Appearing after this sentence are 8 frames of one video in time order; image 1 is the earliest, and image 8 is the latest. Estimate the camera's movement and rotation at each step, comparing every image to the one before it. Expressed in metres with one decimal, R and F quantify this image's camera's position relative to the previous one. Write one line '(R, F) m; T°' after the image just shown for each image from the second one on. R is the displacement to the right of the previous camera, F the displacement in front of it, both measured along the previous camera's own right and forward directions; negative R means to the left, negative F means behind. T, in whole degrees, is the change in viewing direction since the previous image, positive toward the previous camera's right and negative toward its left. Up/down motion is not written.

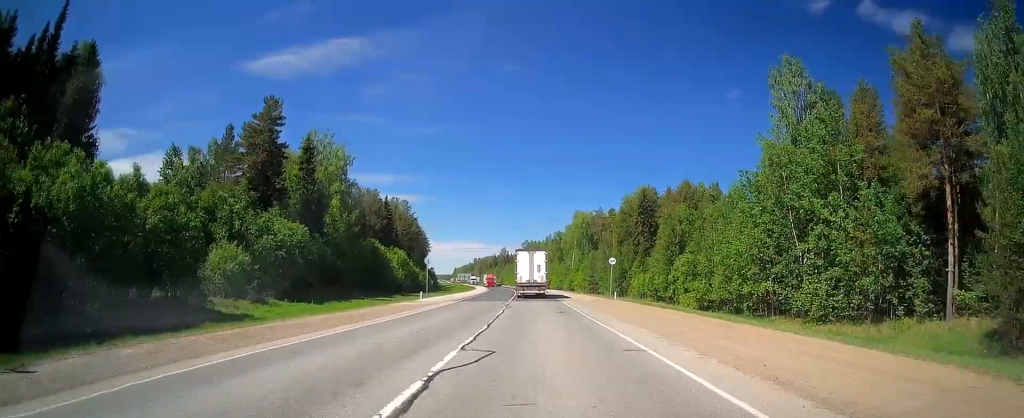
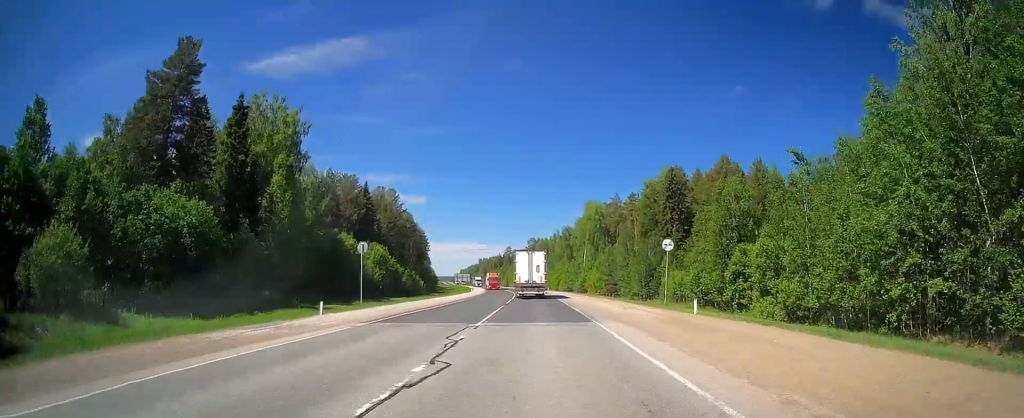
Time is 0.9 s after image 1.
(+0.2, +21.9) m; +1°
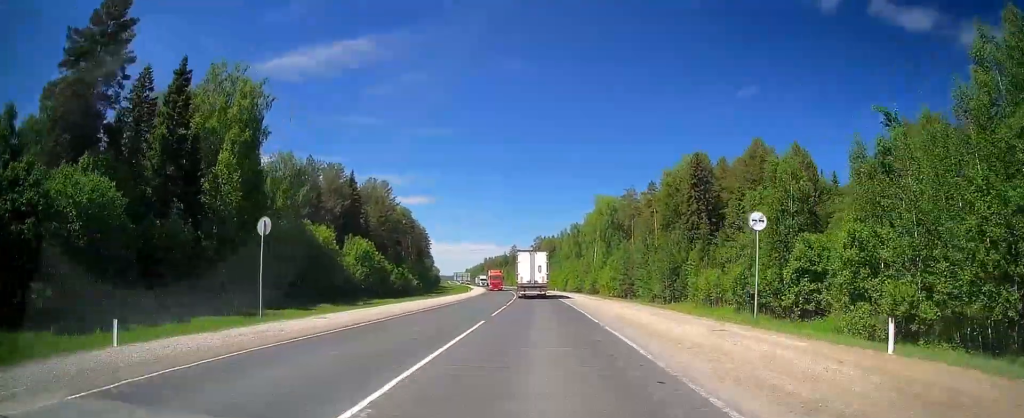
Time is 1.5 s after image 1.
(+0.1, +13.2) m; 0°
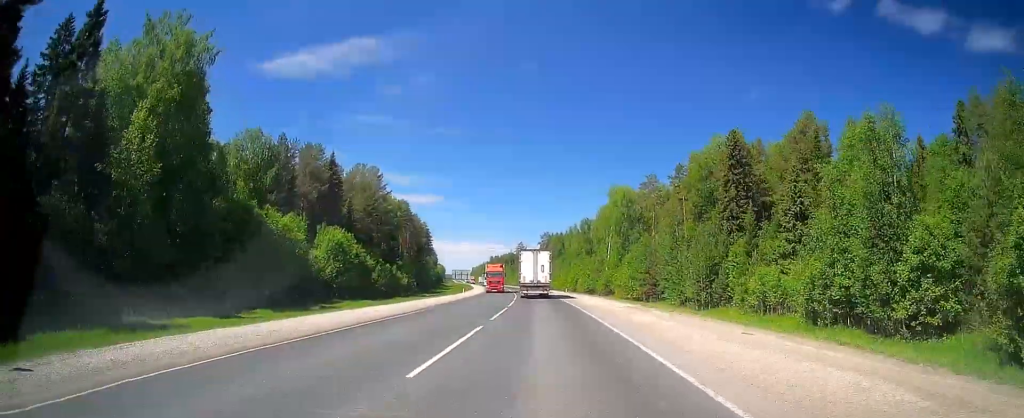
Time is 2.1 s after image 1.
(-0.1, +14.7) m; 0°
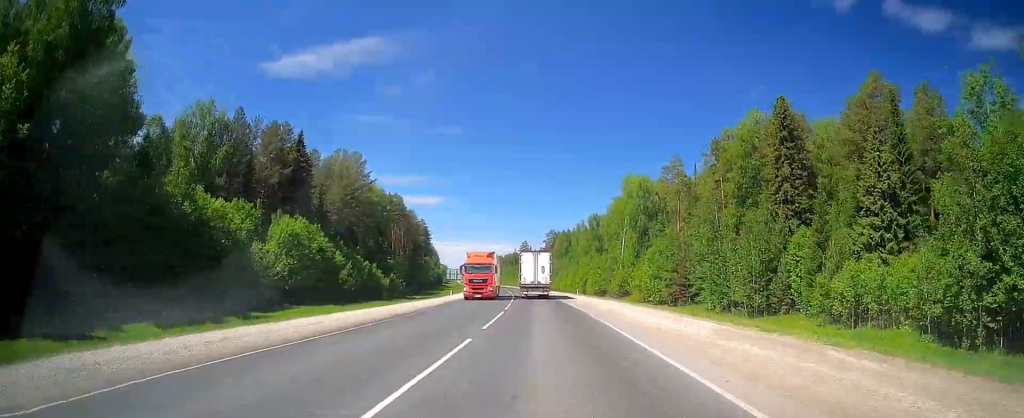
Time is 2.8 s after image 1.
(-0.1, +15.5) m; -1°
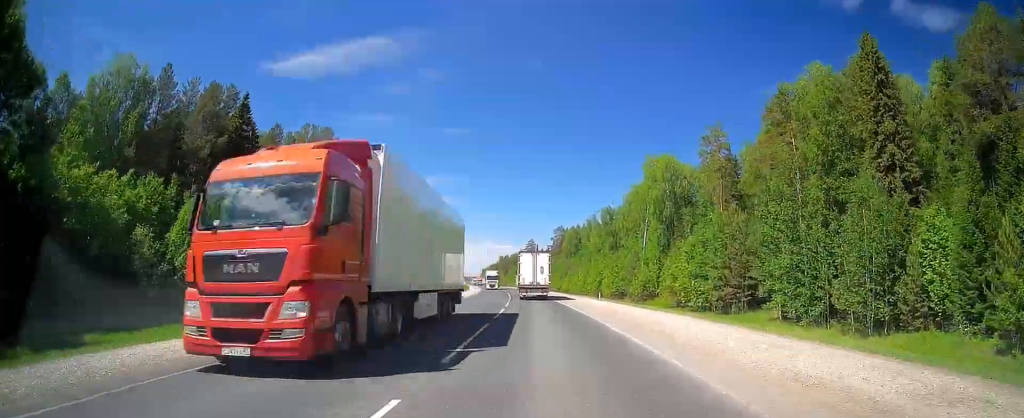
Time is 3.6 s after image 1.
(0.0, +18.6) m; -2°
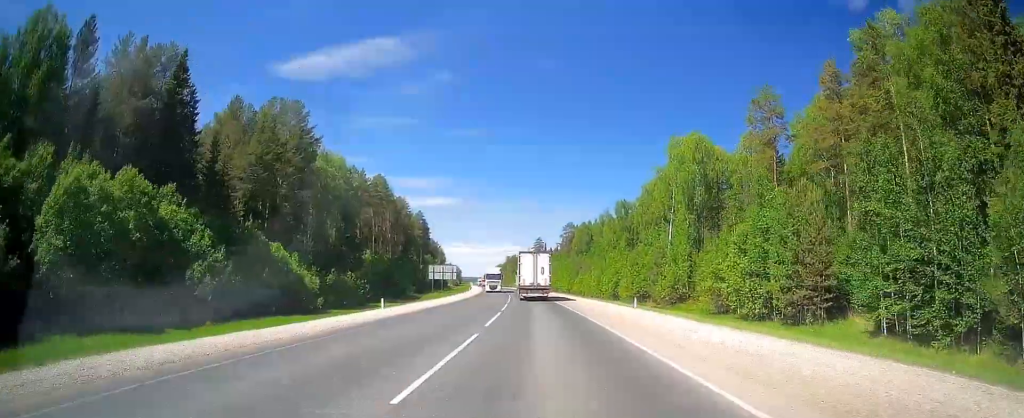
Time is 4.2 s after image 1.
(-0.5, +14.8) m; -1°
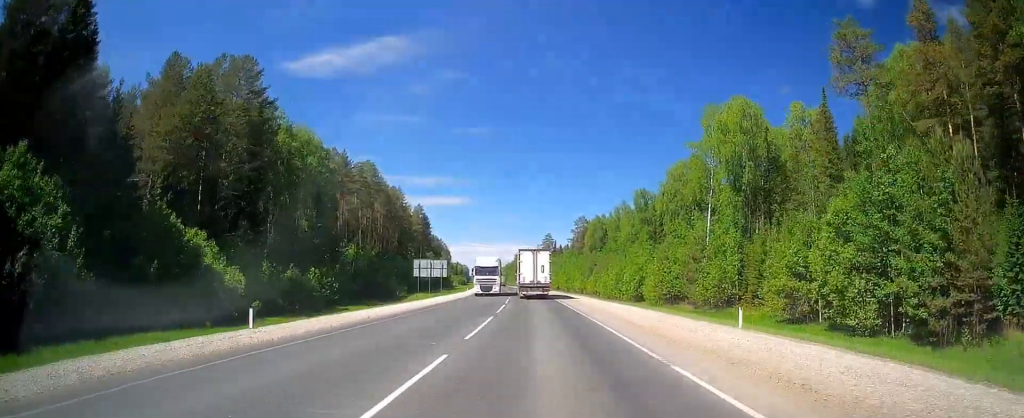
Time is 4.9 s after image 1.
(-0.1, +16.6) m; 0°
